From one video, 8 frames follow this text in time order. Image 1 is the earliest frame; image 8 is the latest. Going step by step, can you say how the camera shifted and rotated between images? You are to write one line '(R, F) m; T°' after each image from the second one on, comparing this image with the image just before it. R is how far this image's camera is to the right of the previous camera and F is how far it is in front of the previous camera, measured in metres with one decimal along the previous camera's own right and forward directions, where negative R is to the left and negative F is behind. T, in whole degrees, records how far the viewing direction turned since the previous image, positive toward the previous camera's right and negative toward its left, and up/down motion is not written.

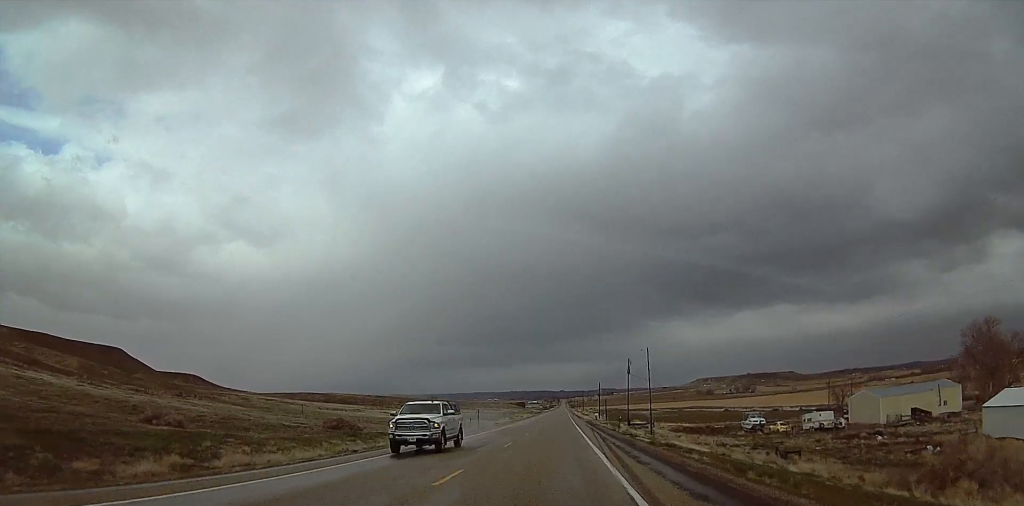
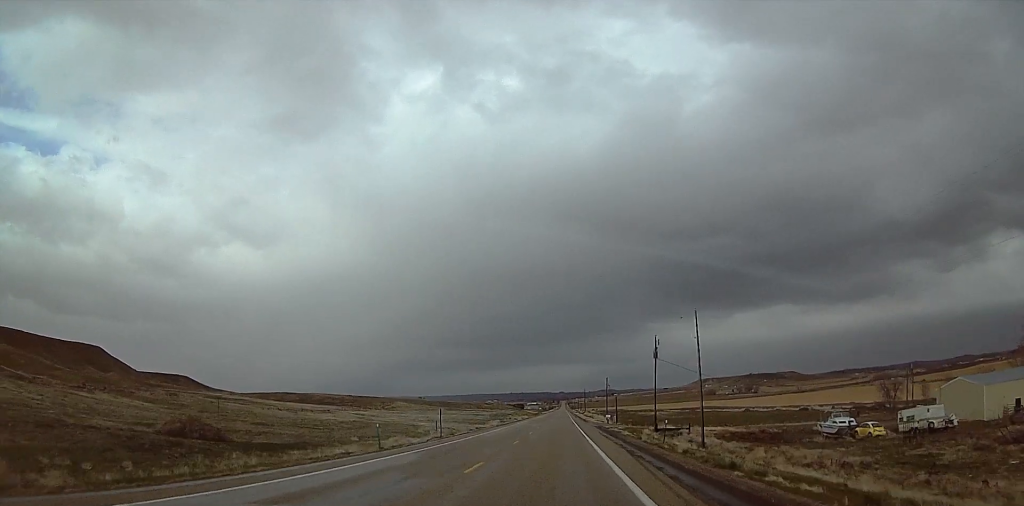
(-0.8, +27.3) m; 0°
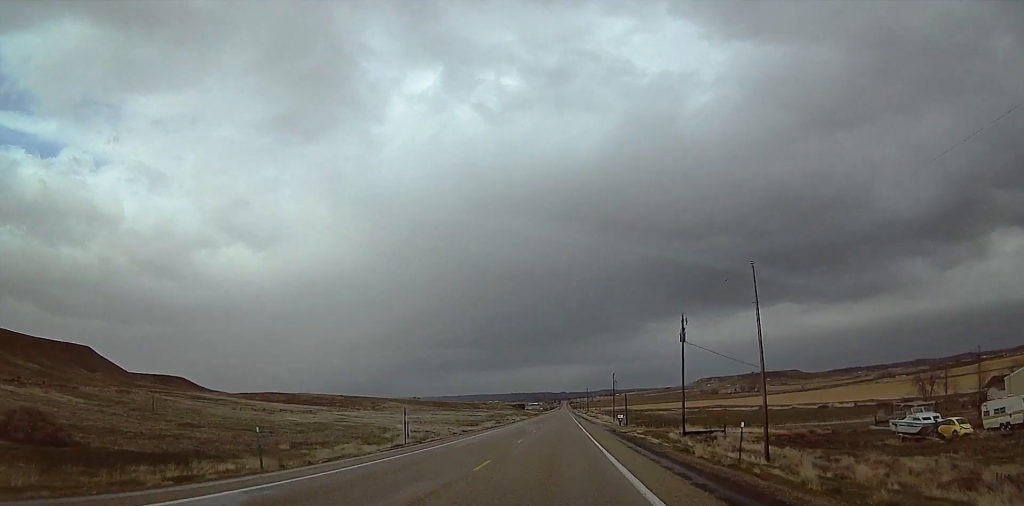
(+0.5, +14.6) m; +1°
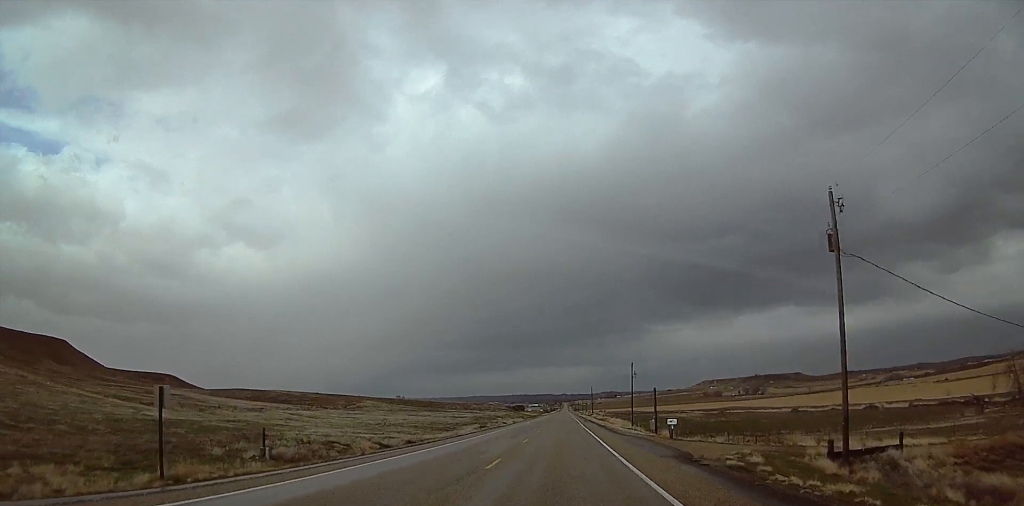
(+0.4, +30.5) m; 0°
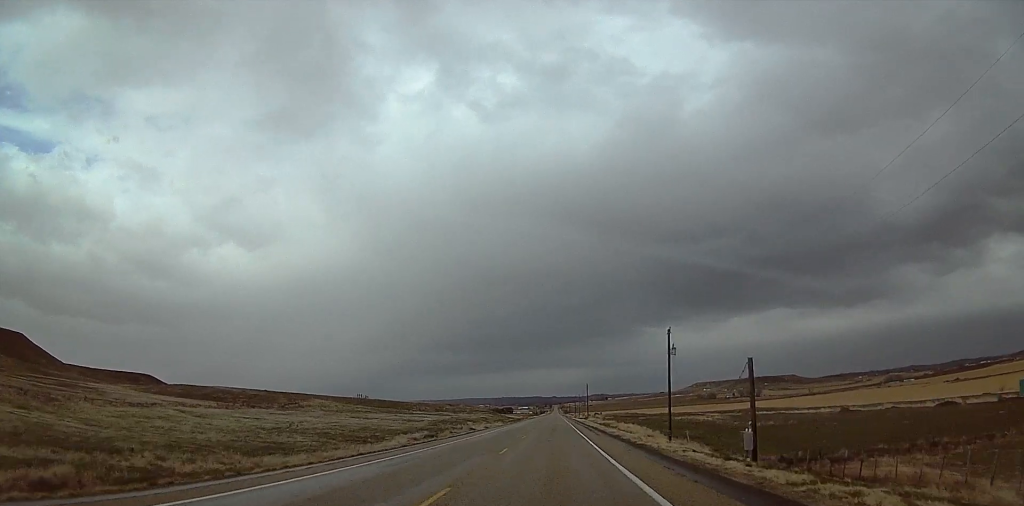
(-1.1, +39.5) m; -2°
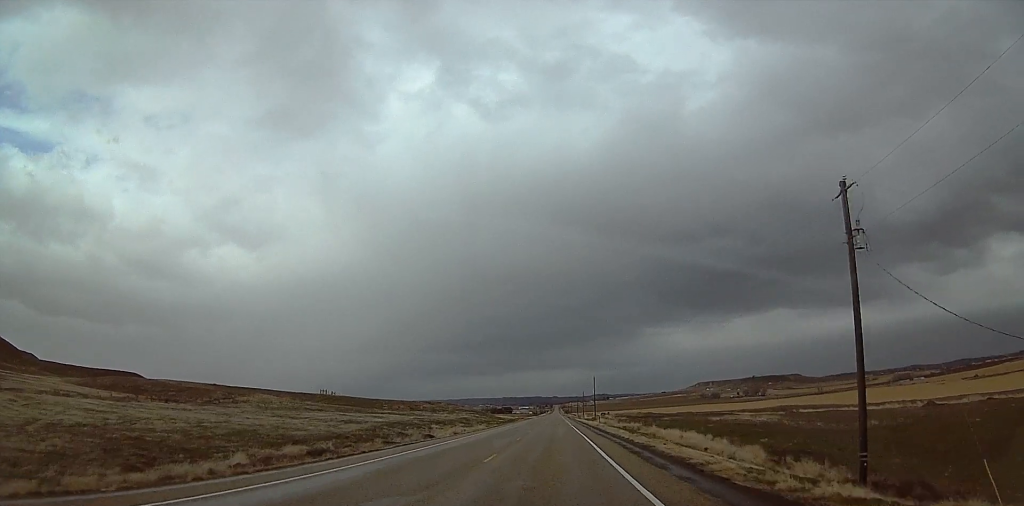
(+0.5, +35.5) m; +2°
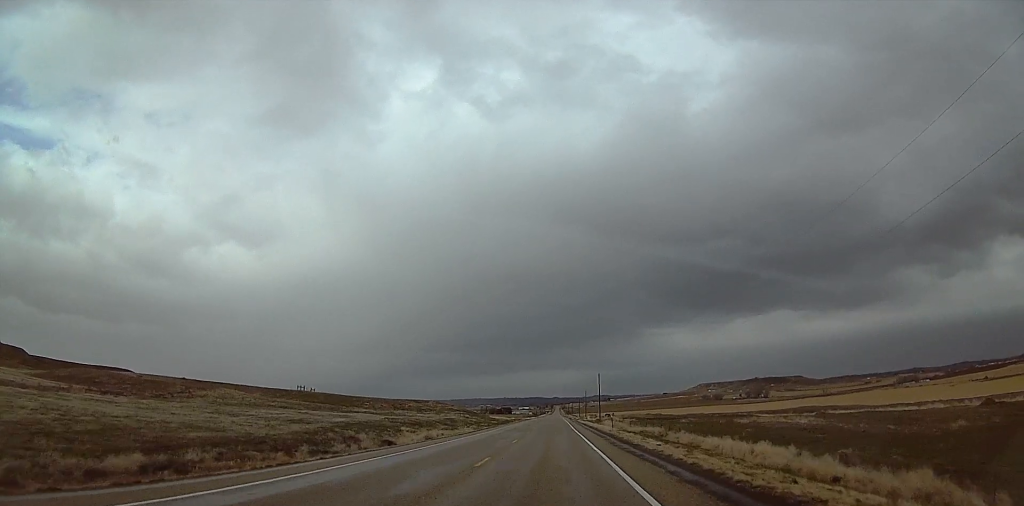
(+0.2, +17.2) m; +1°
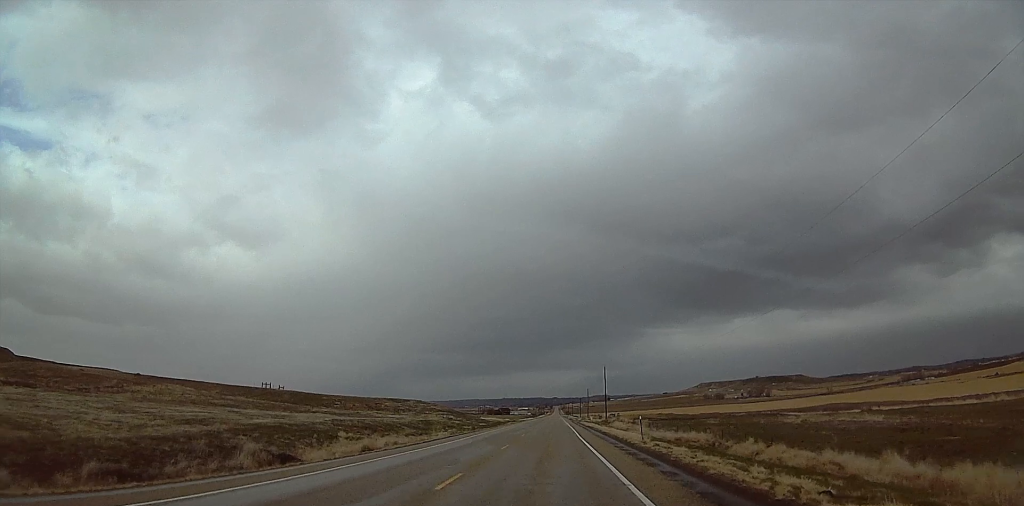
(0.0, +20.5) m; 0°
